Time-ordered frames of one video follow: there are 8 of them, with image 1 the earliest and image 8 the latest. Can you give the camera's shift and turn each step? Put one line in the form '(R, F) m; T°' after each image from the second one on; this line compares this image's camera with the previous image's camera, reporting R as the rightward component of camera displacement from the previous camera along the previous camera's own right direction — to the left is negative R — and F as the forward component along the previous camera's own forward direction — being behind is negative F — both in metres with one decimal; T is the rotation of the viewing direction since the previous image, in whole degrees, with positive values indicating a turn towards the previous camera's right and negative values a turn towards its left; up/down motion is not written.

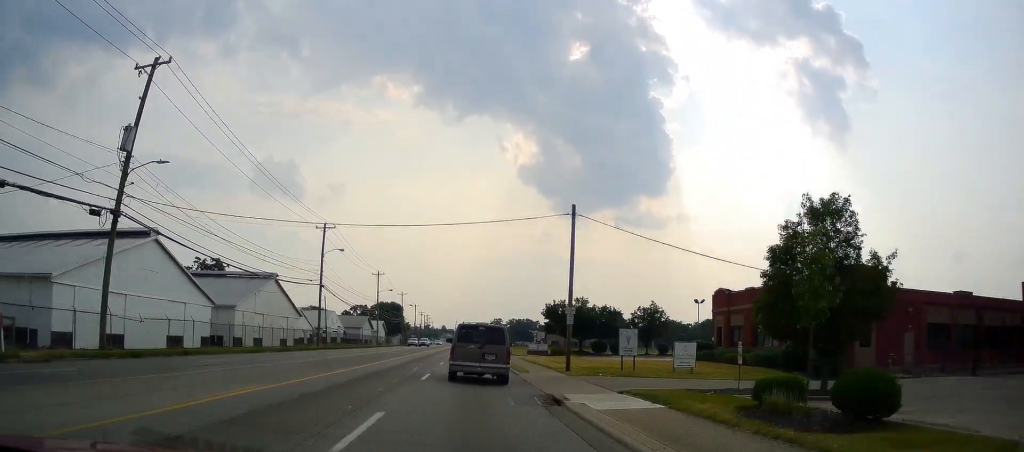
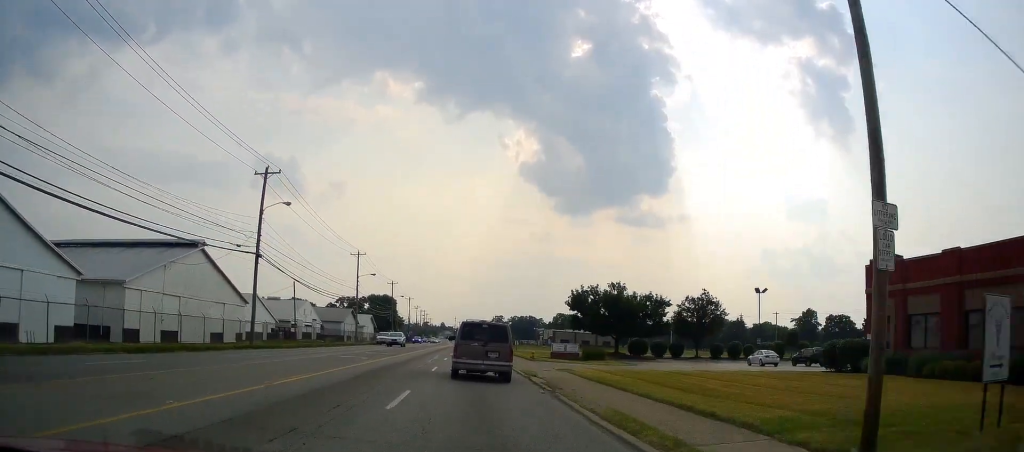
(-0.1, +20.5) m; -1°
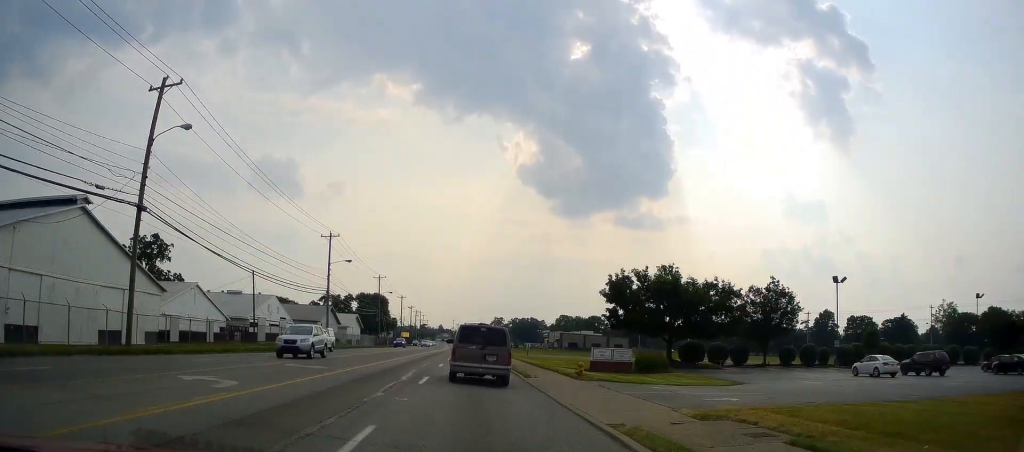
(-0.2, +17.6) m; 0°
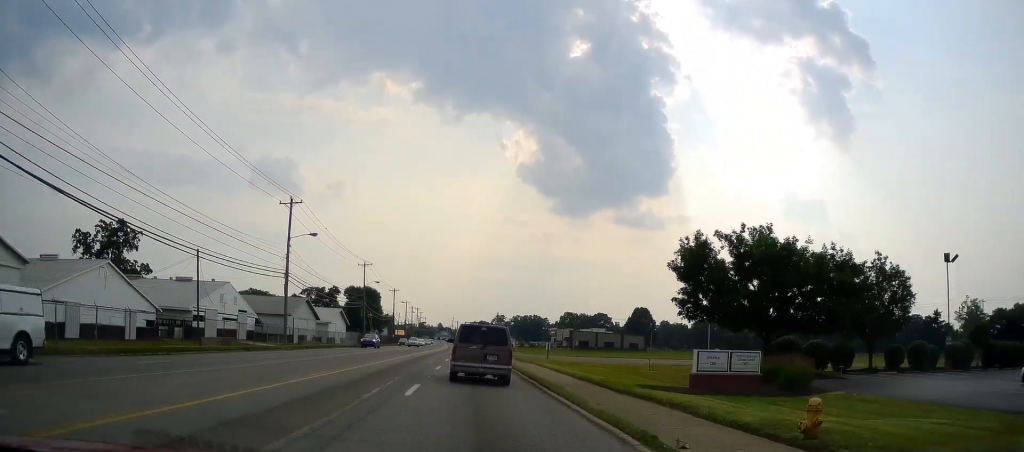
(0.0, +16.4) m; 0°
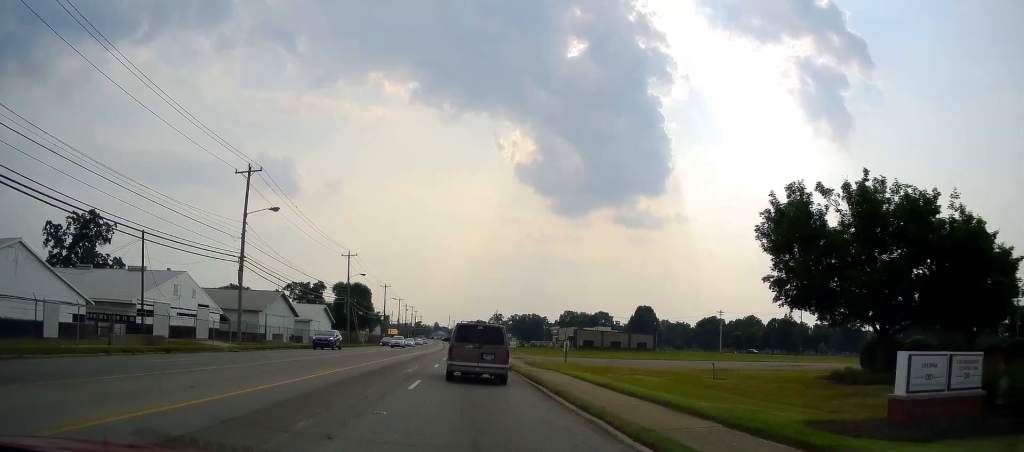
(0.0, +10.5) m; 0°
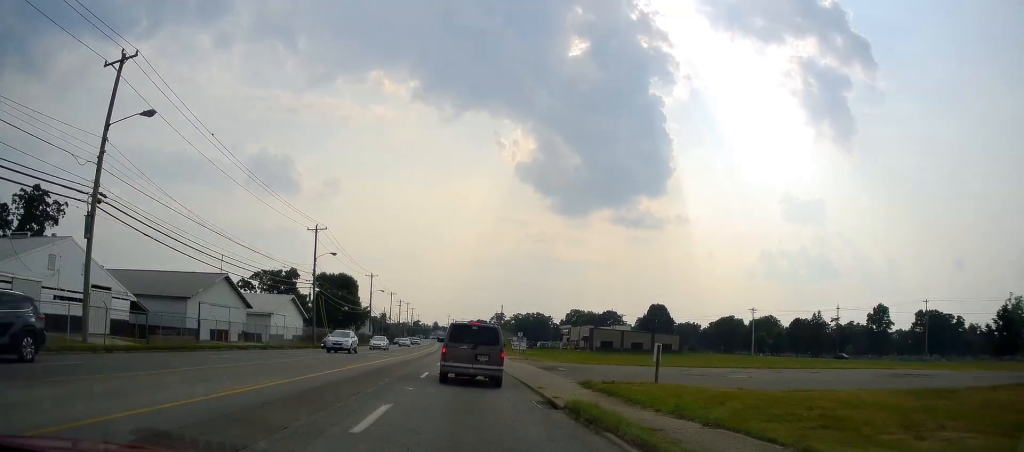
(+0.1, +19.1) m; +1°
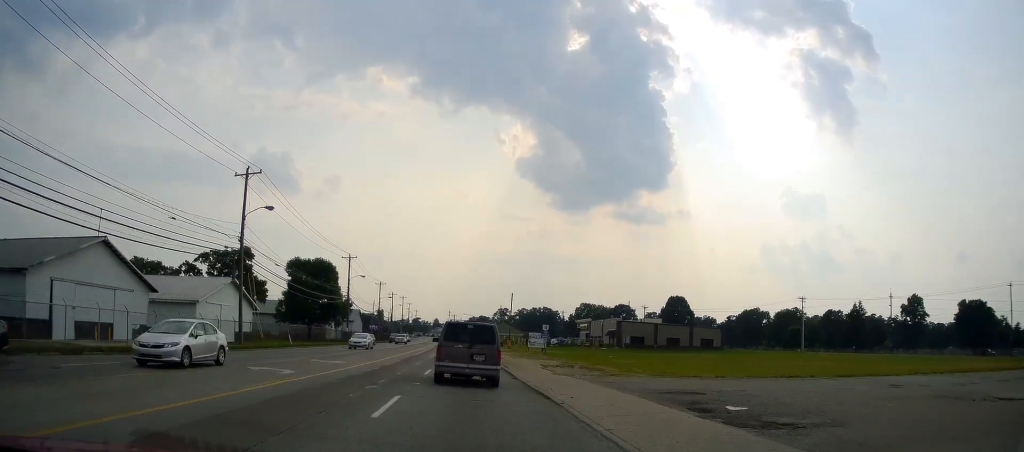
(+0.1, +22.3) m; 0°
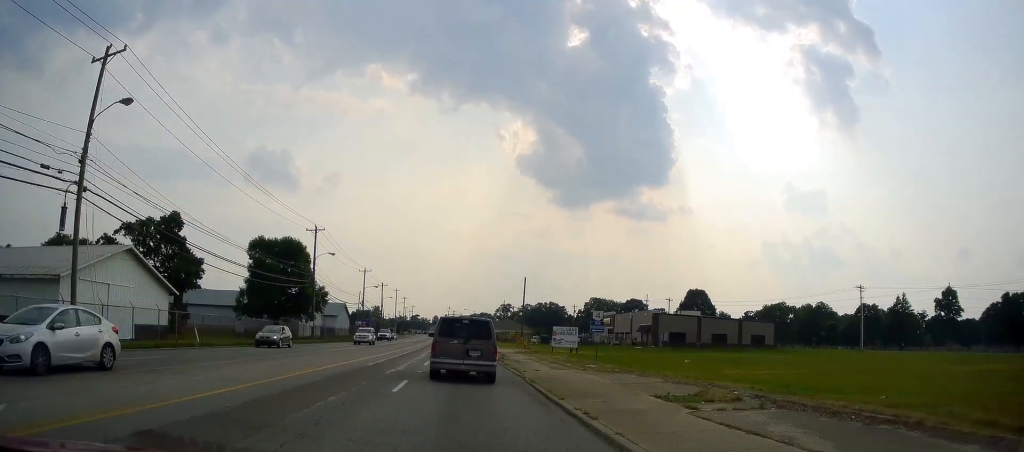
(-0.1, +20.7) m; -1°
